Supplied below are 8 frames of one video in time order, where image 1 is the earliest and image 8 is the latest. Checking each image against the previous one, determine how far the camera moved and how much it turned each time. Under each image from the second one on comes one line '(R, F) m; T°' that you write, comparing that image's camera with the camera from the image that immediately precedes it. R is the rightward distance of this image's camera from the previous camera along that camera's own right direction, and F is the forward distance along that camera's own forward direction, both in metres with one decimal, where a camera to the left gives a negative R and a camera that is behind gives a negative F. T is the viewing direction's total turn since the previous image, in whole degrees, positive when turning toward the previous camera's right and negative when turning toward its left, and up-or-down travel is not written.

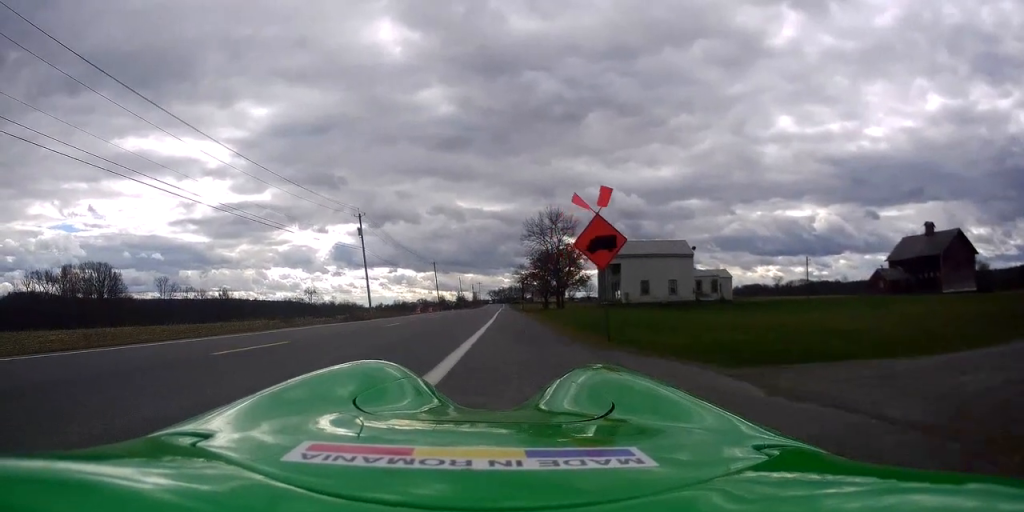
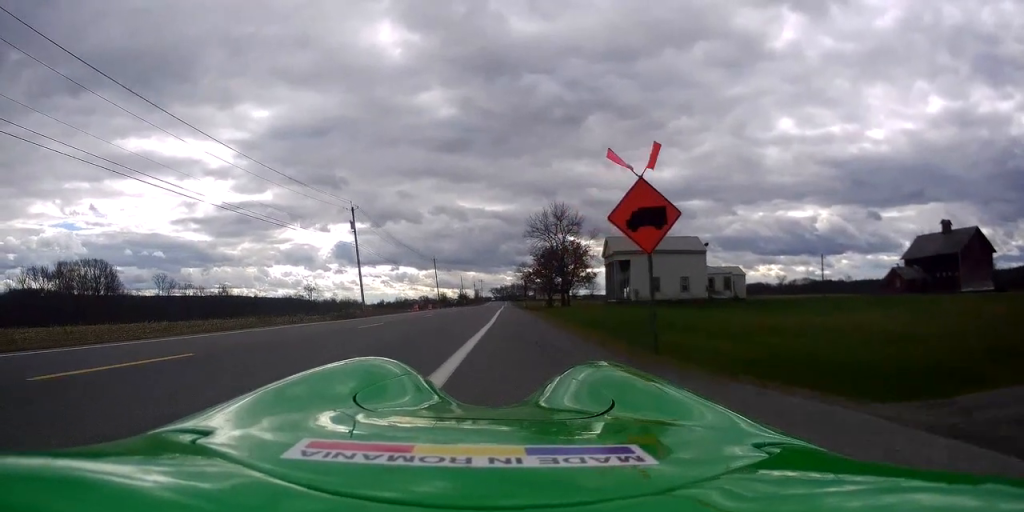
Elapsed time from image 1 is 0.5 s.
(0.0, +3.9) m; 0°
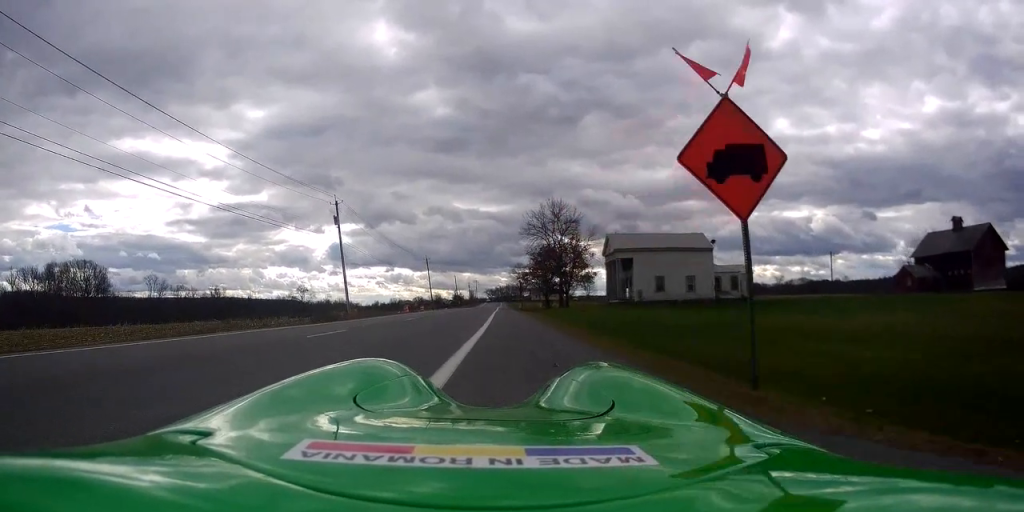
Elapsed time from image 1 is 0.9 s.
(+0.1, +3.9) m; +1°
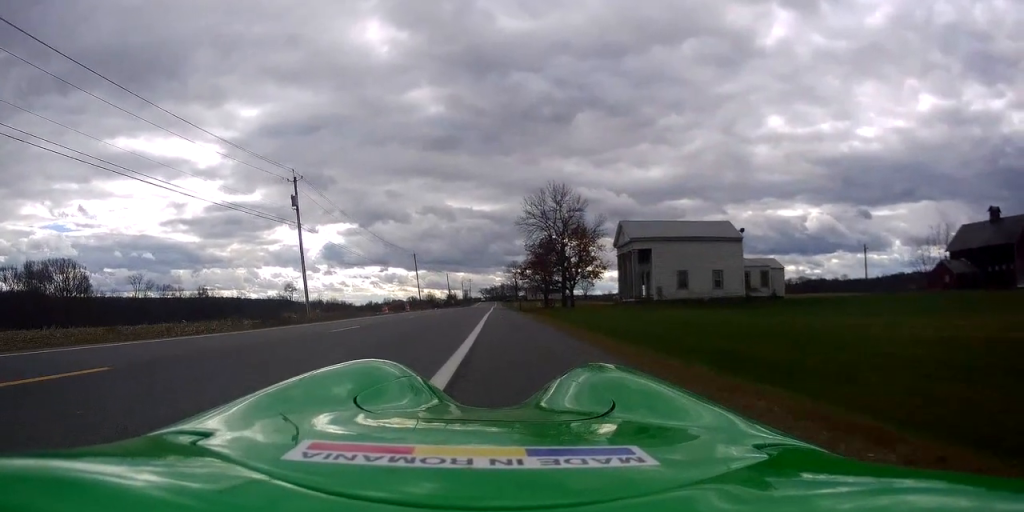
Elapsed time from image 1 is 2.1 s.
(-0.1, +10.0) m; 0°
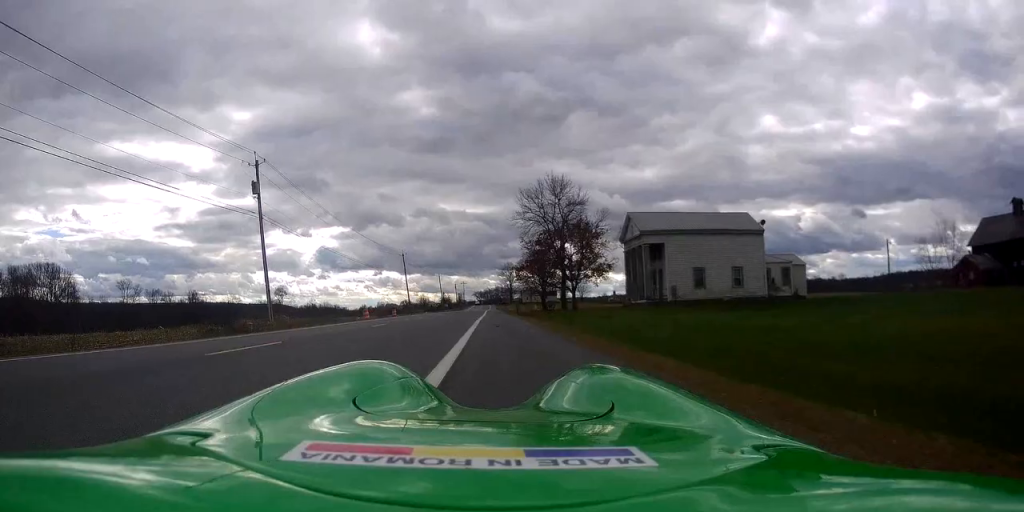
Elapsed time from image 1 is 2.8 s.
(+0.1, +6.3) m; +1°
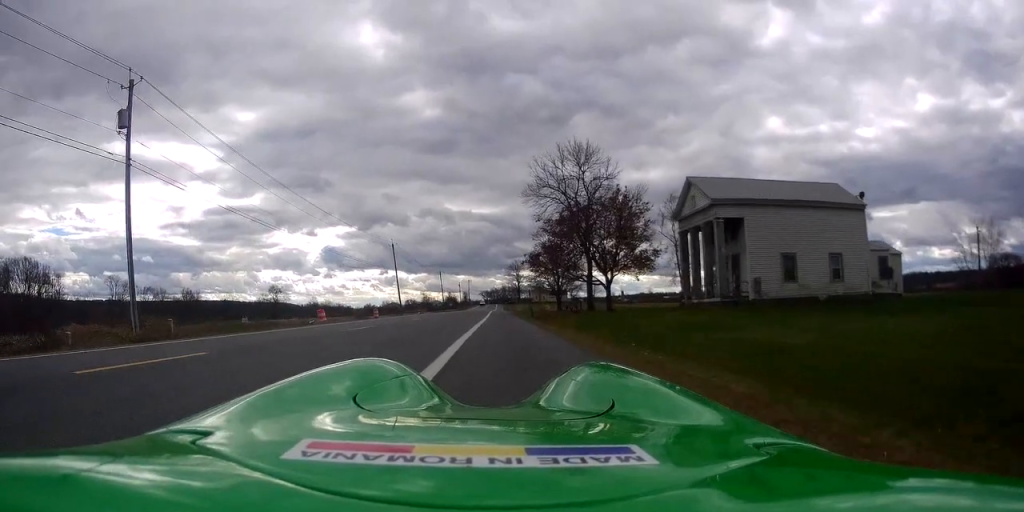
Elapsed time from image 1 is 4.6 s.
(+0.1, +14.9) m; 0°
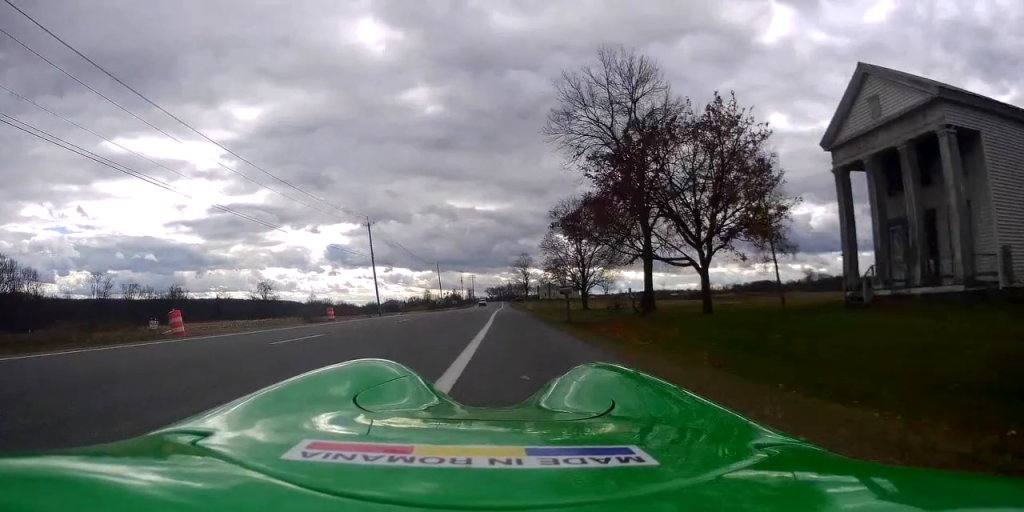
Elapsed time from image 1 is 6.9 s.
(-0.1, +18.8) m; 0°
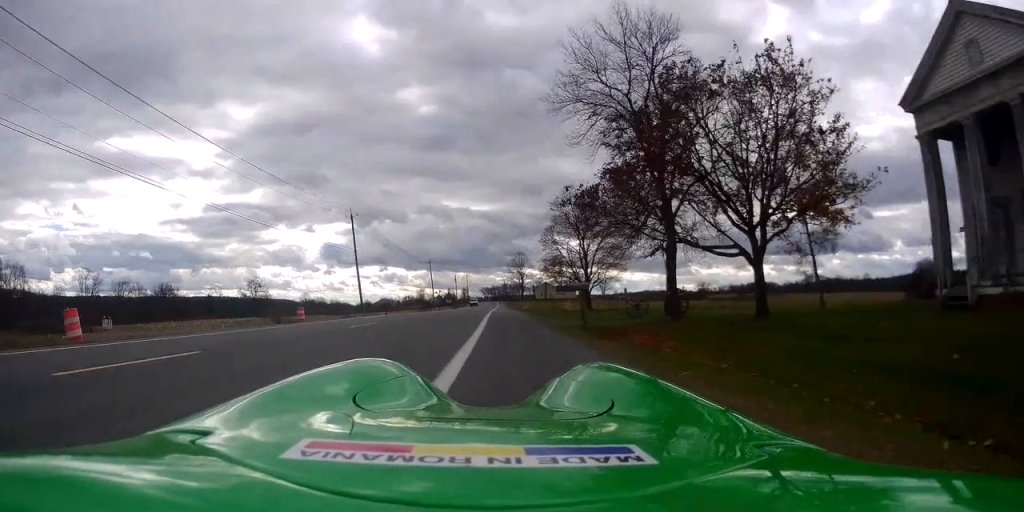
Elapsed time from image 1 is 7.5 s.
(0.0, +5.6) m; -1°
